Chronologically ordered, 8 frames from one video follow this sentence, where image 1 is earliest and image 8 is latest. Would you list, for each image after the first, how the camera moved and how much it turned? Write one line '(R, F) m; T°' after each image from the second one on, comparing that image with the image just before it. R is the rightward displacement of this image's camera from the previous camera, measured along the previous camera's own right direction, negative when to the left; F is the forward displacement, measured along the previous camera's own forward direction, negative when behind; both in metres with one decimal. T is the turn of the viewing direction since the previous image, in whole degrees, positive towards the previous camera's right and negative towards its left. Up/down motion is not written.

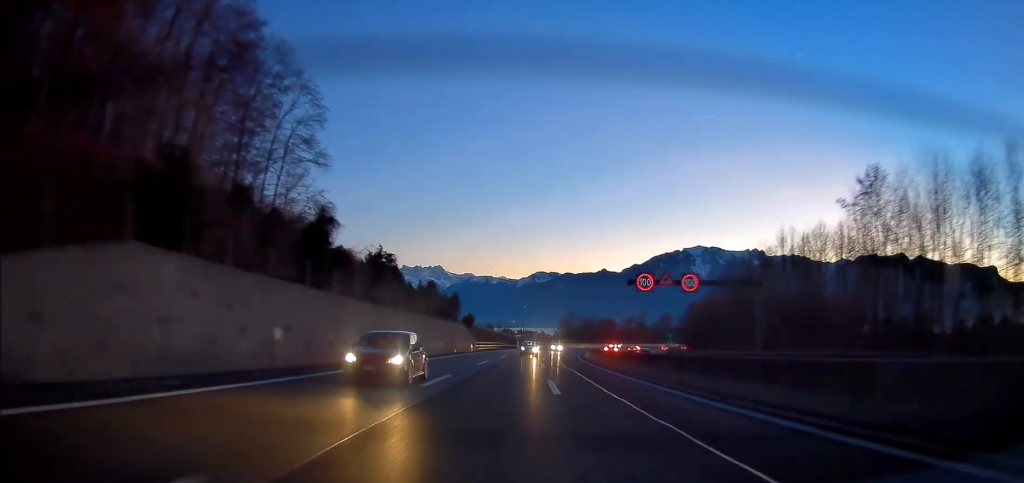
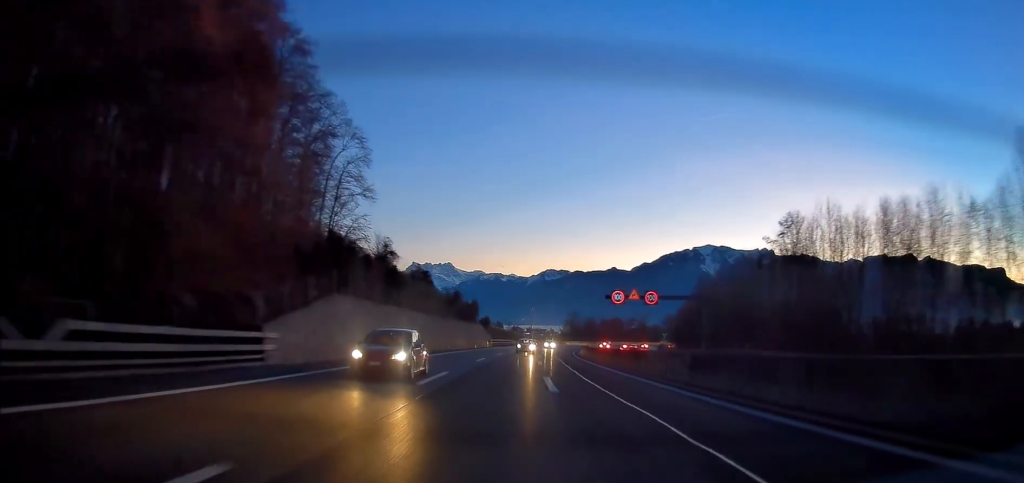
(-0.2, +18.4) m; -1°
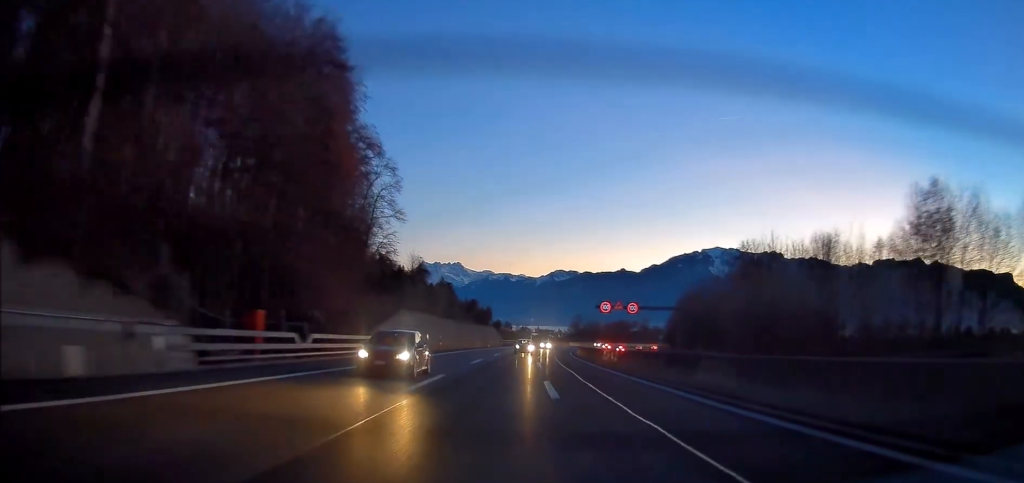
(-0.1, +16.3) m; -1°
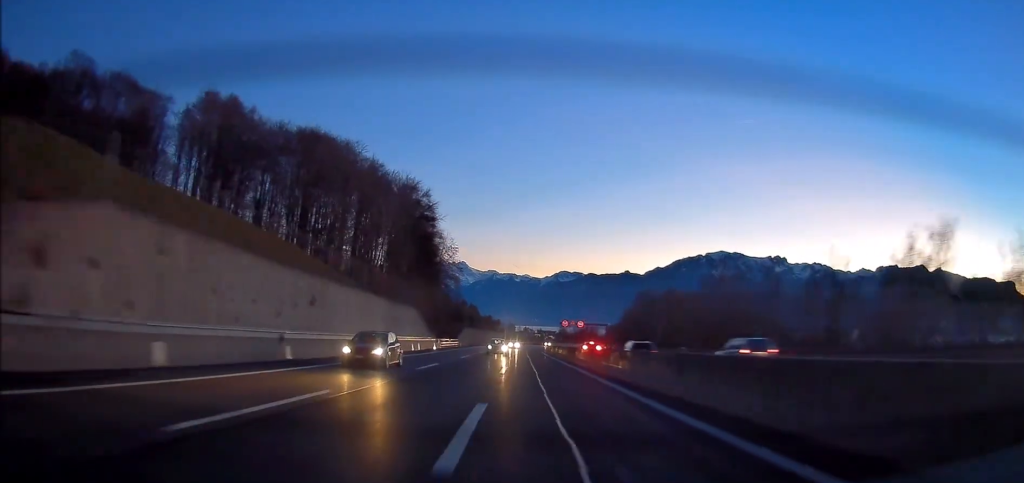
(-2.4, +63.7) m; -3°
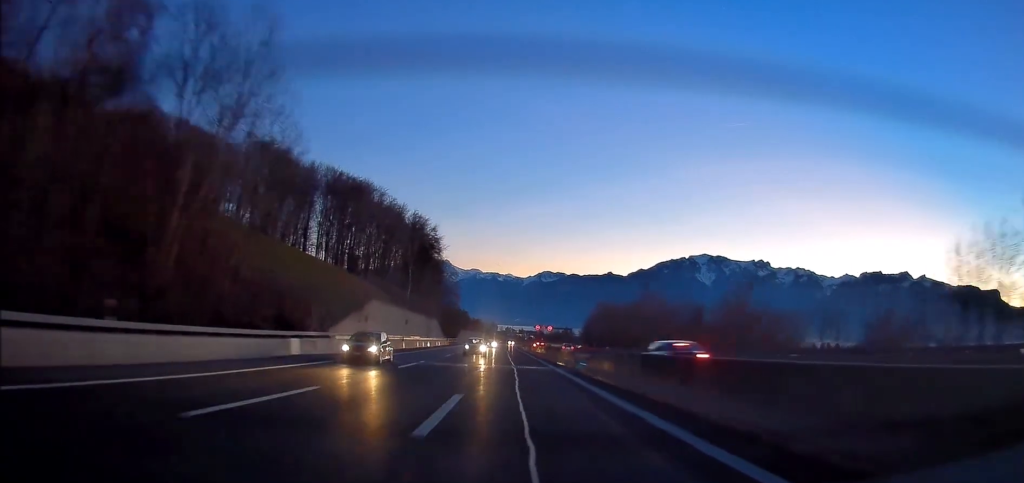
(+0.2, +38.8) m; +1°
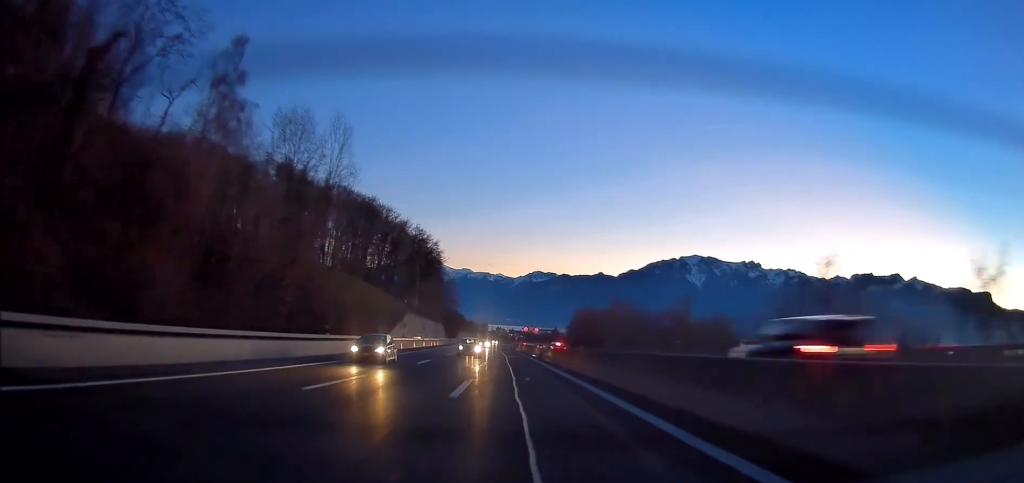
(+0.2, +23.5) m; +1°
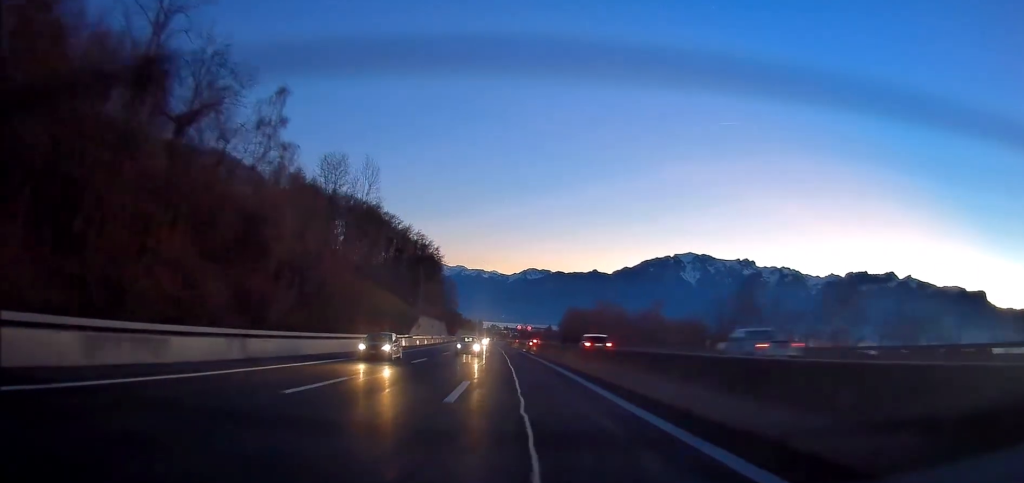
(+0.1, +16.4) m; +1°
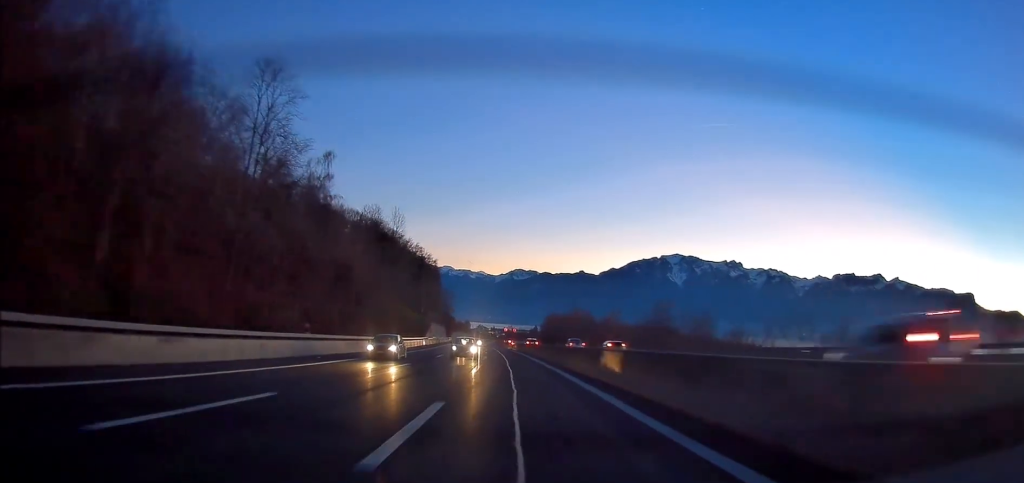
(+0.1, +29.6) m; +1°
